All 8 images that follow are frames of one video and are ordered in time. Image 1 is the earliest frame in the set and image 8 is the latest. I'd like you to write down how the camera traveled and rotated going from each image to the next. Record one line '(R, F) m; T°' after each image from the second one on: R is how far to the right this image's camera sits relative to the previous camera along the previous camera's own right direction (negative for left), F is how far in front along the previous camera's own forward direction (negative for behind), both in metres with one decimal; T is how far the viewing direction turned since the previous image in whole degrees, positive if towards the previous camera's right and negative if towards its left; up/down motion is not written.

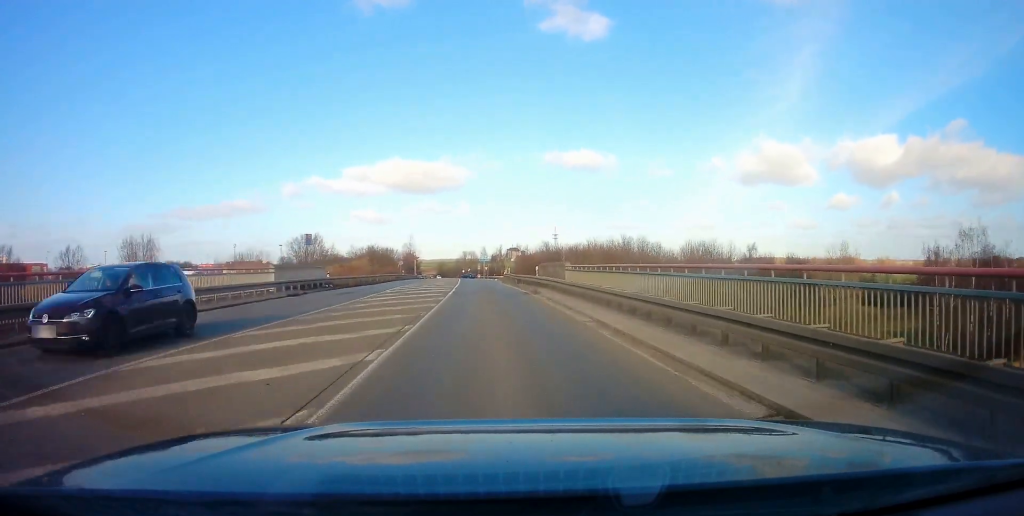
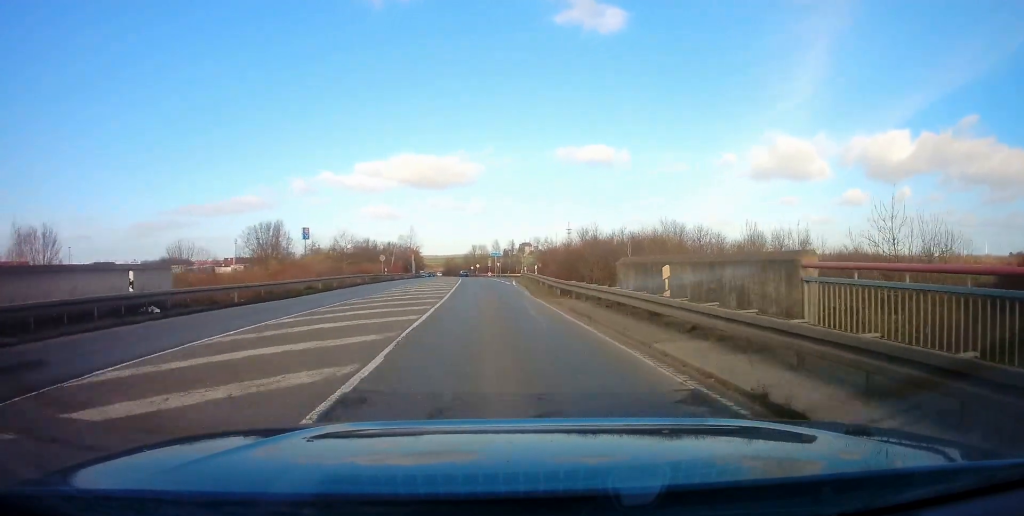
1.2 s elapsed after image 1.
(0.0, +22.2) m; -1°
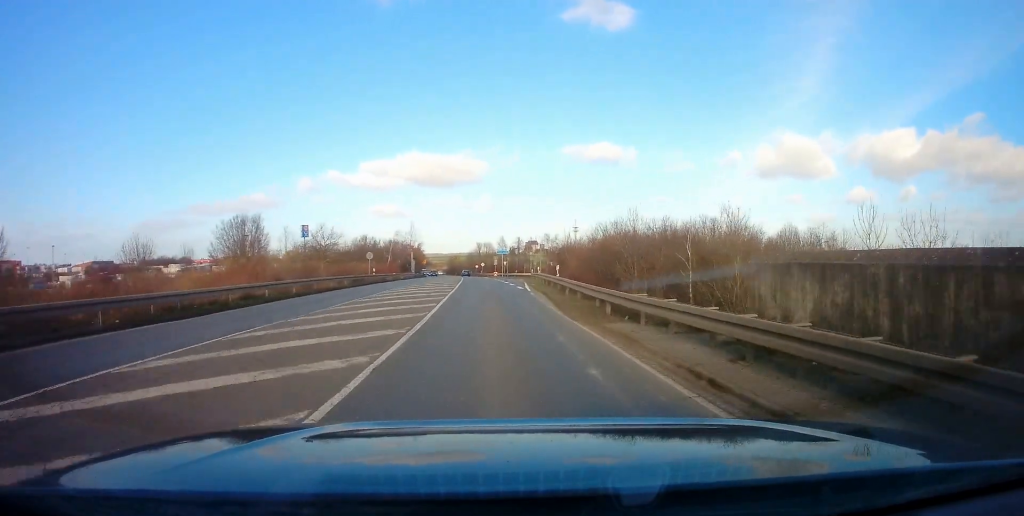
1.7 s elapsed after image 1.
(-0.1, +9.3) m; -1°
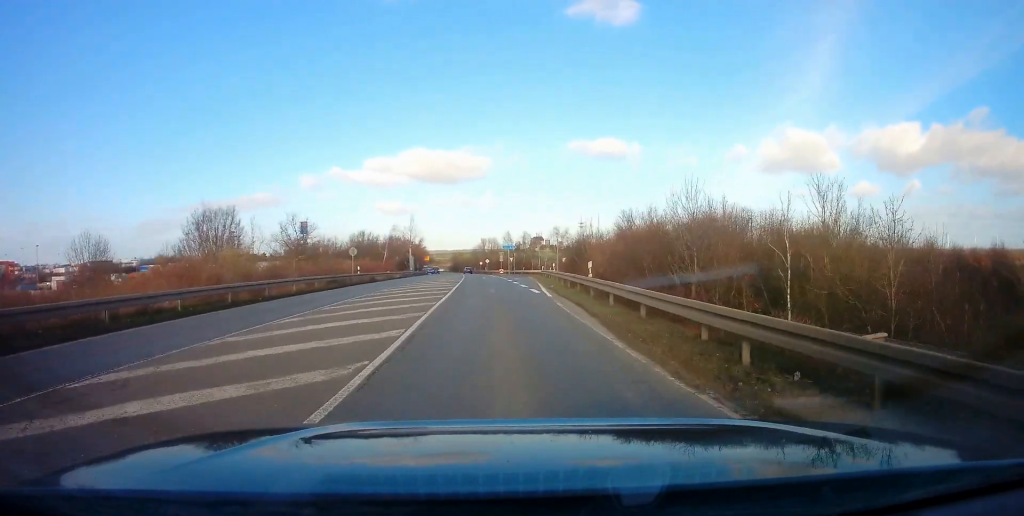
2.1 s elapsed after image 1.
(-0.1, +8.1) m; -1°
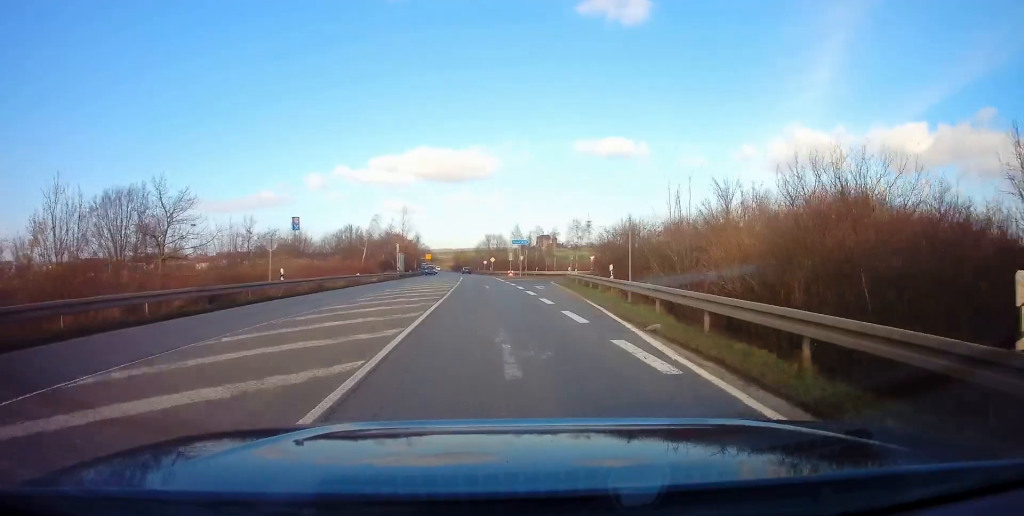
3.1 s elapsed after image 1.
(-0.1, +18.0) m; -1°
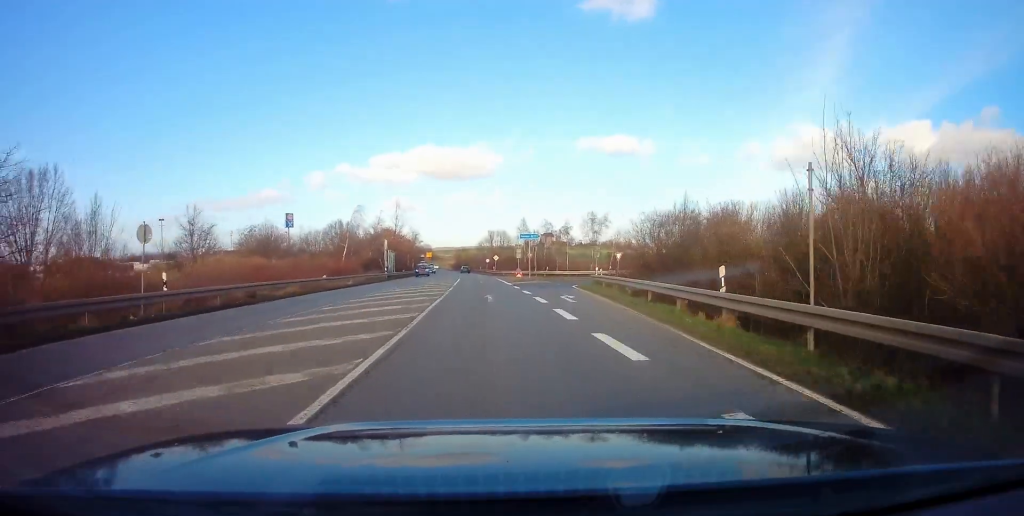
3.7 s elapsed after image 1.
(-0.1, +11.1) m; -1°
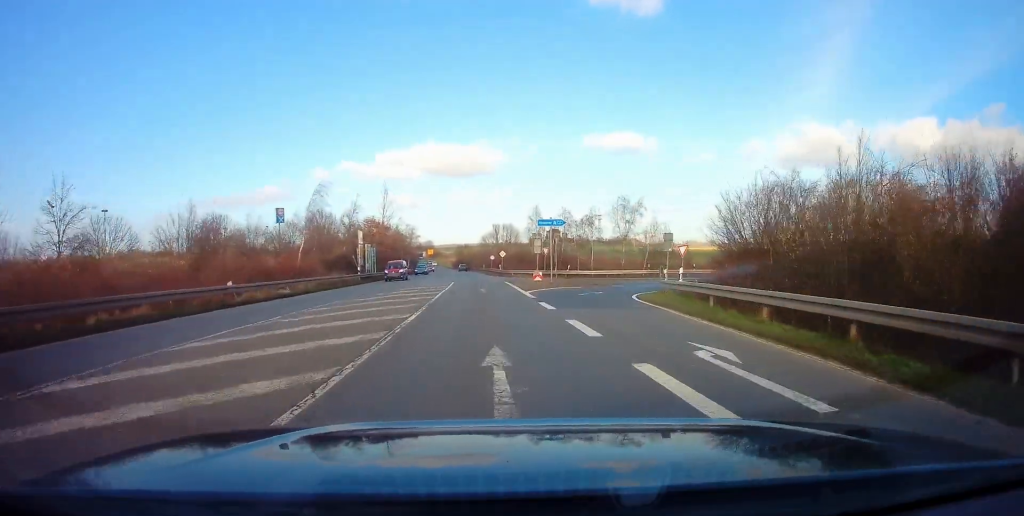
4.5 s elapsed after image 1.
(-0.2, +15.5) m; -1°
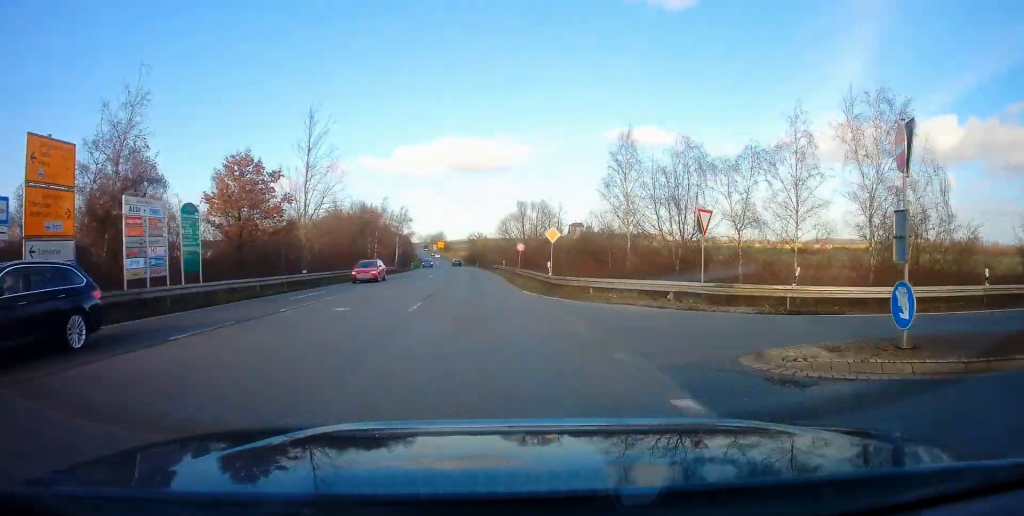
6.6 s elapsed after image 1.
(-0.2, +40.0) m; -1°
